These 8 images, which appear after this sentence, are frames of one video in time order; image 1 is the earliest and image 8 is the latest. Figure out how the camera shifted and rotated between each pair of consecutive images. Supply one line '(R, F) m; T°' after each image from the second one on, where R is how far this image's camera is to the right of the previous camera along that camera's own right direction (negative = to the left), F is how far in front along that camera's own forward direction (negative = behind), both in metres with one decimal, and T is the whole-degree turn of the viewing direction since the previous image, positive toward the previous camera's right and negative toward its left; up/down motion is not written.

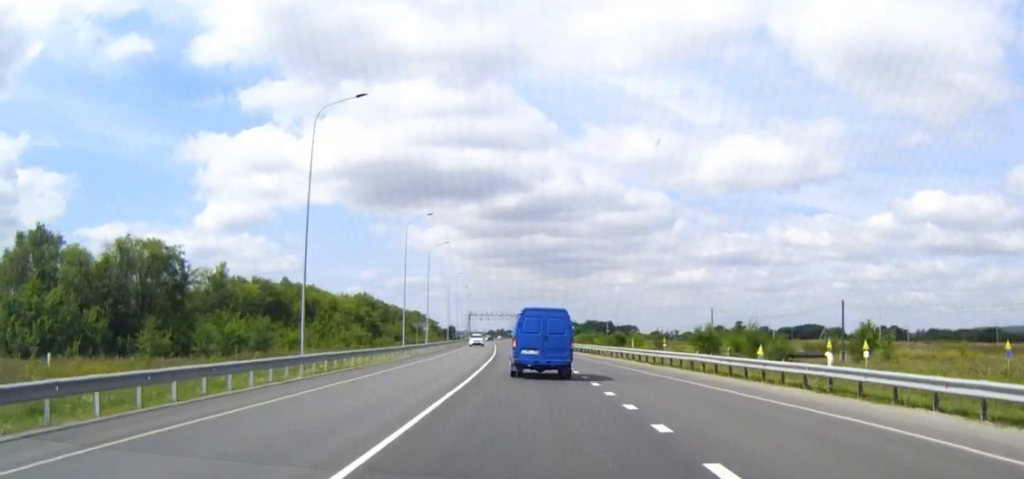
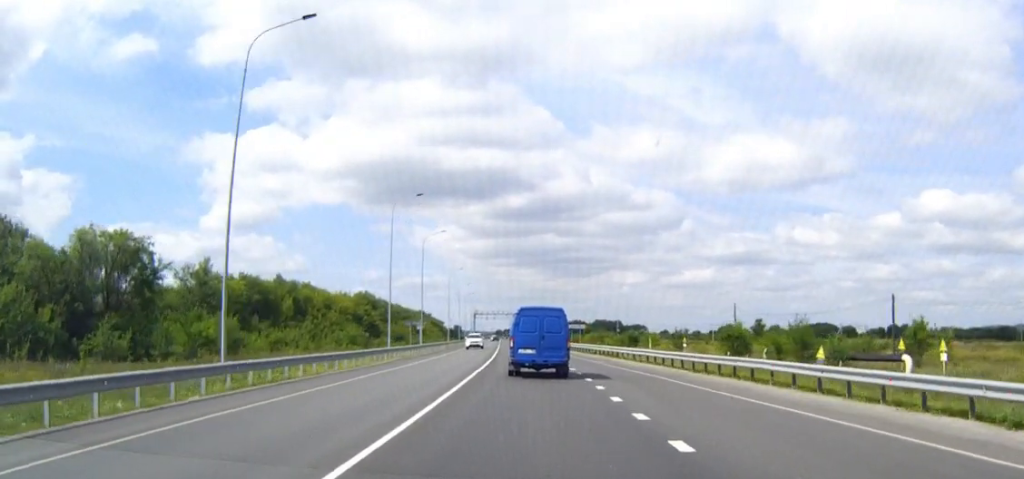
(-0.1, +10.1) m; 0°
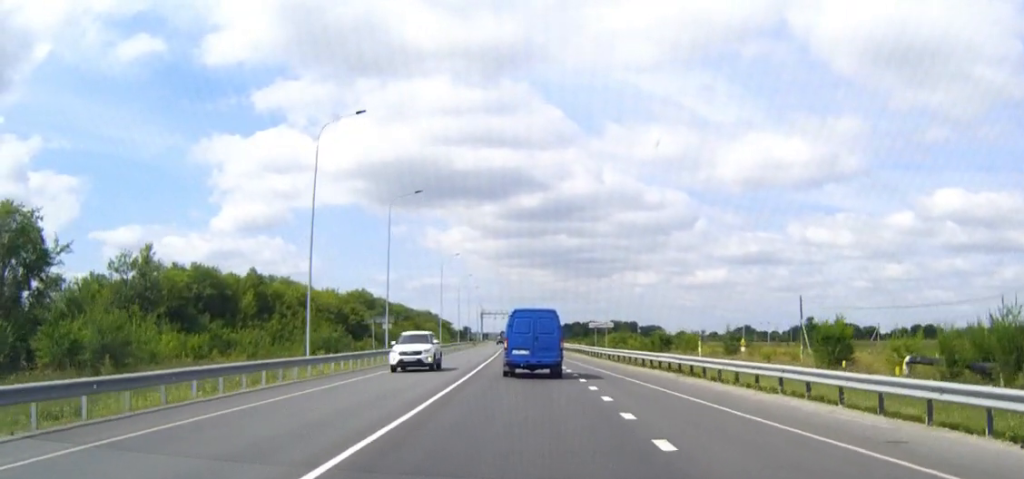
(-0.2, +24.4) m; -1°
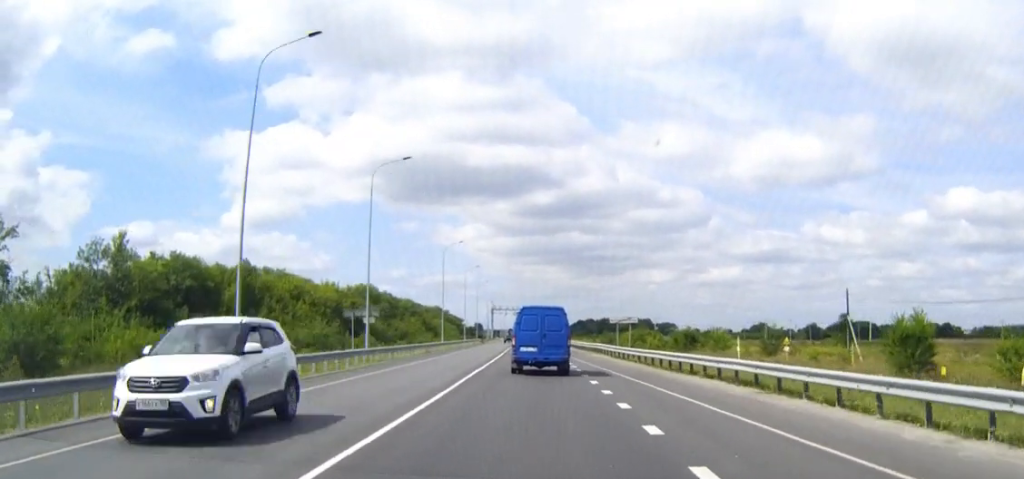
(-0.1, +10.5) m; 0°
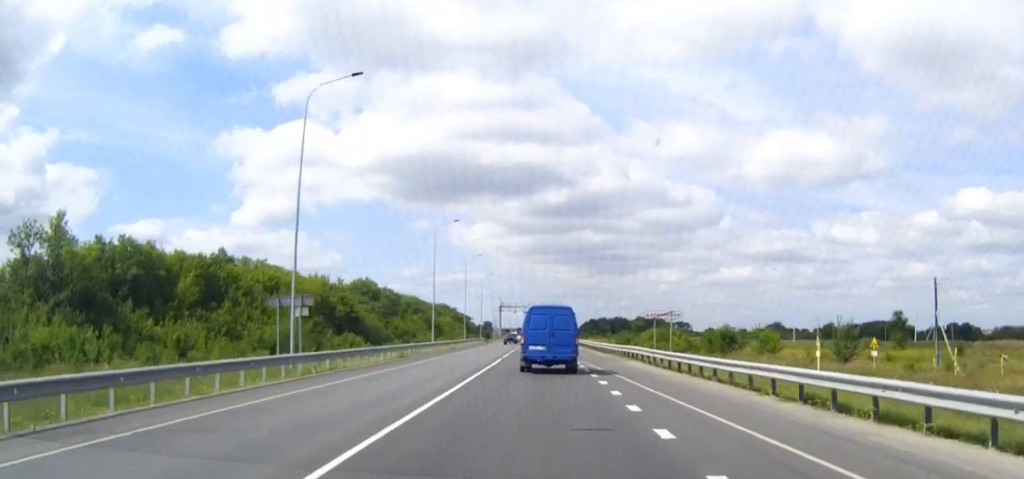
(-0.1, +16.7) m; -1°
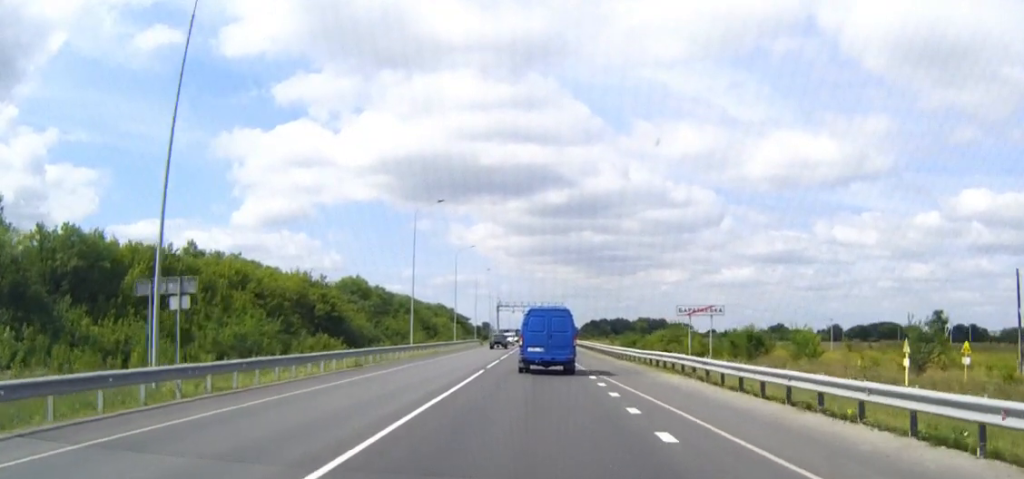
(0.0, +12.3) m; 0°
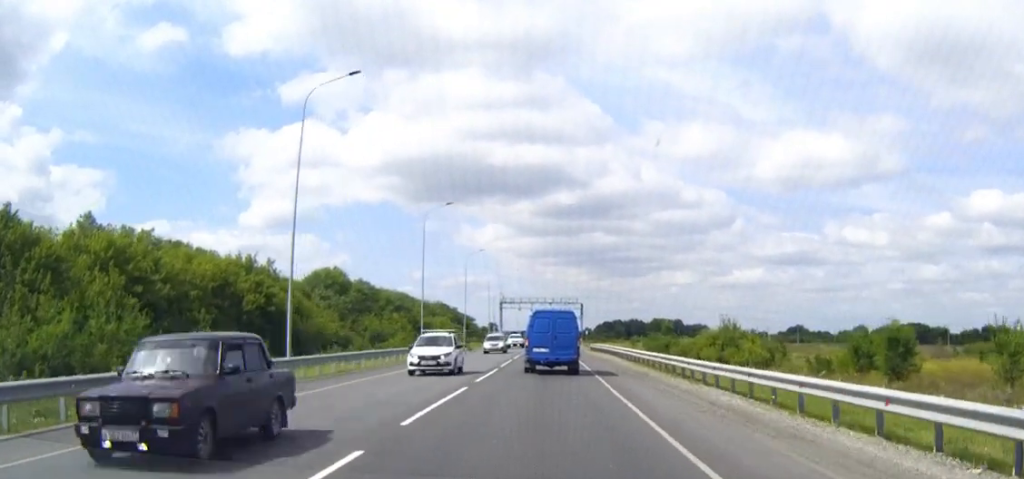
(-0.3, +33.4) m; -1°
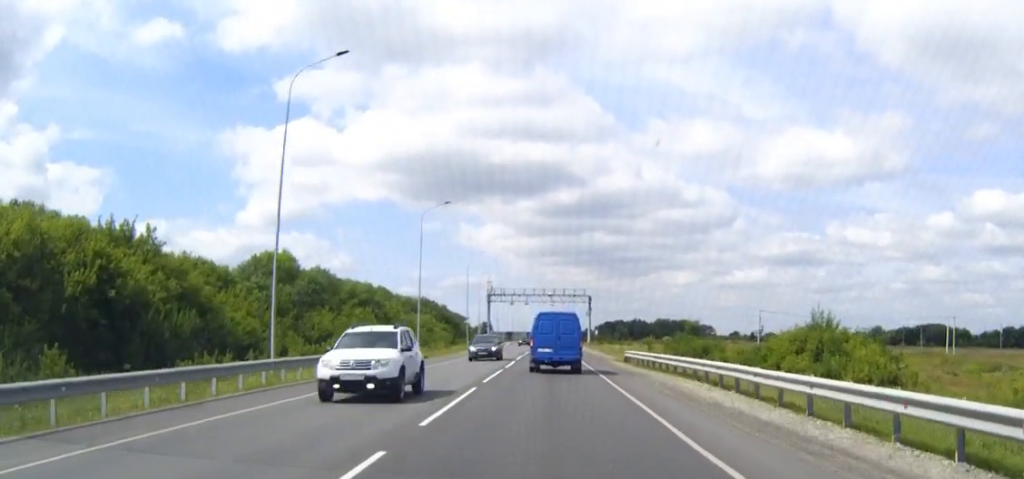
(-0.1, +36.4) m; 0°
